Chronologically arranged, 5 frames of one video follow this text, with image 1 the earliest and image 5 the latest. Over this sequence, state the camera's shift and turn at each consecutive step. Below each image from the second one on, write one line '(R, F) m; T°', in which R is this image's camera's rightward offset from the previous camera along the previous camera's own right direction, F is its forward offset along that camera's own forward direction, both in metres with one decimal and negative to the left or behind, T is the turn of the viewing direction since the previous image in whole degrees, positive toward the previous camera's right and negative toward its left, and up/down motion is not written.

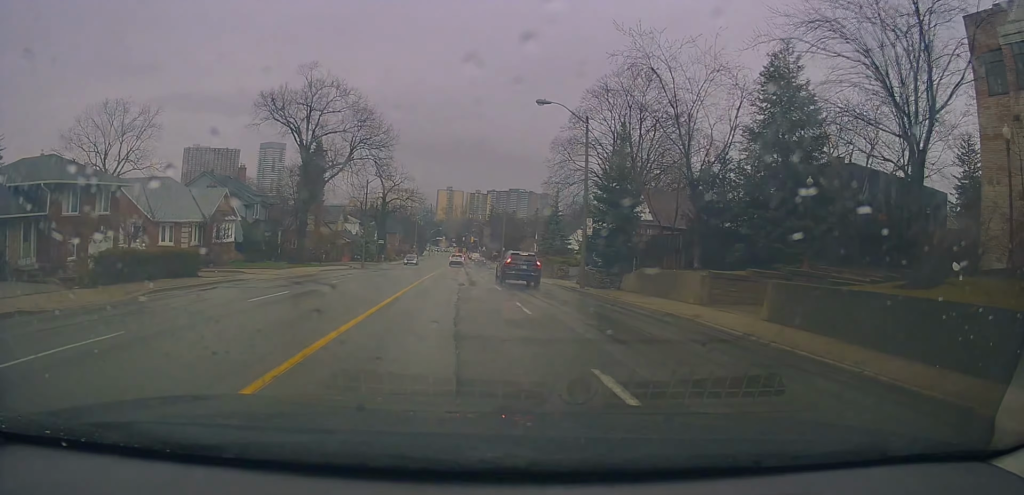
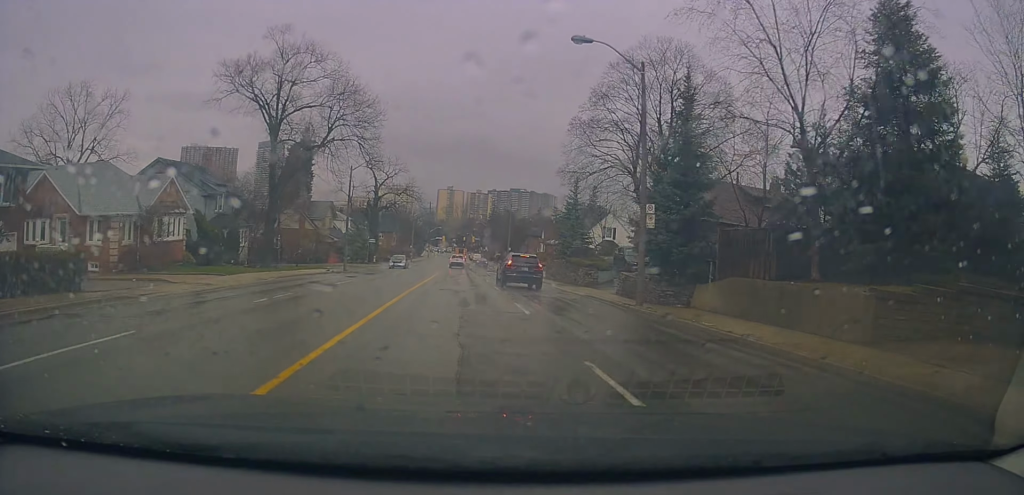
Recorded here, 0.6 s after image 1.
(0.0, +7.9) m; 0°
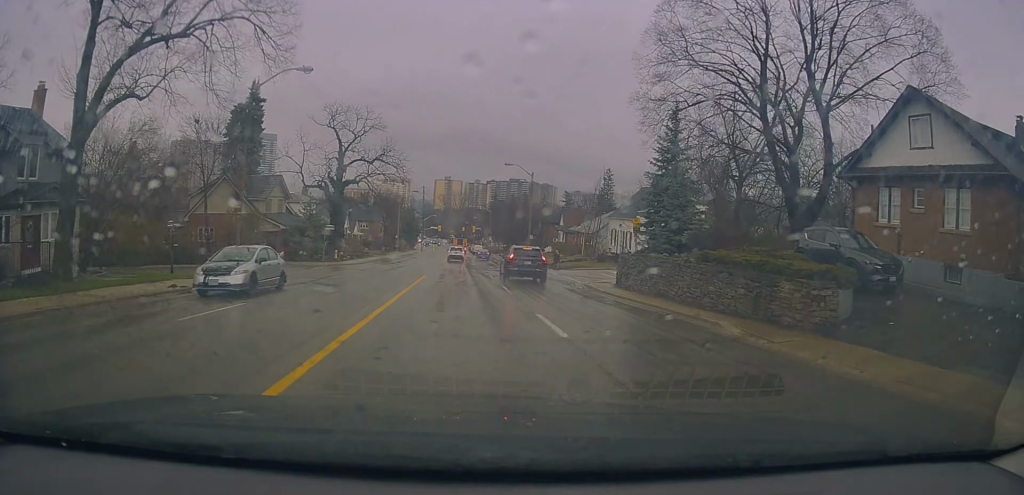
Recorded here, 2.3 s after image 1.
(-0.3, +21.1) m; -2°
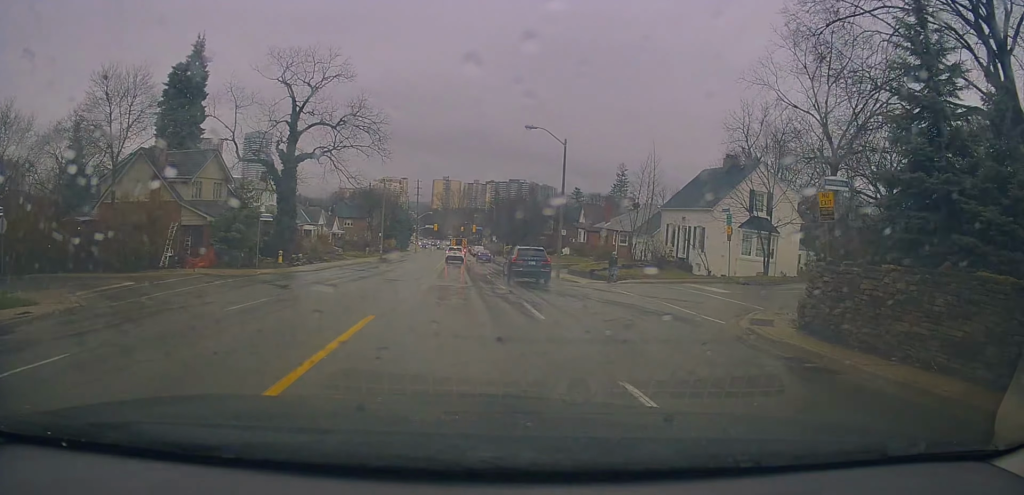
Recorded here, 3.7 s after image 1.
(+0.1, +15.7) m; 0°
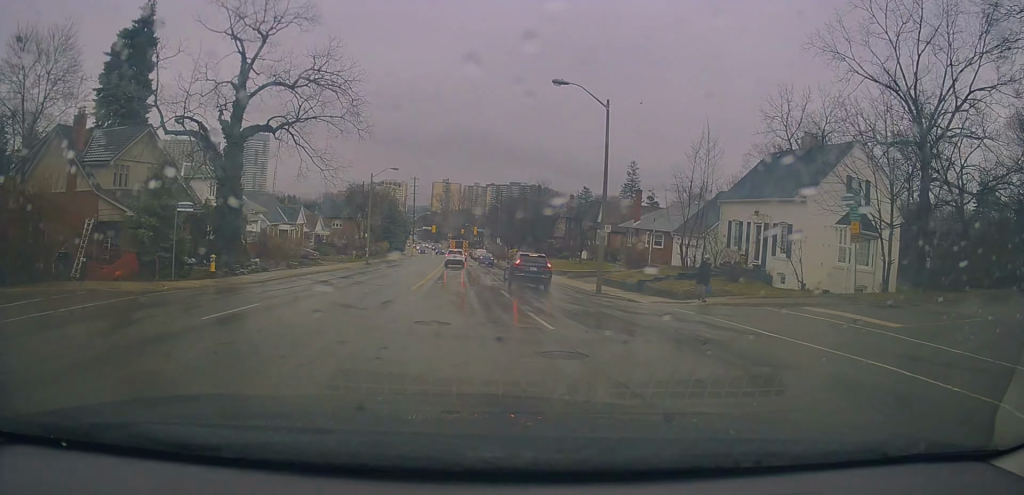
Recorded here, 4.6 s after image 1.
(-0.2, +10.2) m; 0°
